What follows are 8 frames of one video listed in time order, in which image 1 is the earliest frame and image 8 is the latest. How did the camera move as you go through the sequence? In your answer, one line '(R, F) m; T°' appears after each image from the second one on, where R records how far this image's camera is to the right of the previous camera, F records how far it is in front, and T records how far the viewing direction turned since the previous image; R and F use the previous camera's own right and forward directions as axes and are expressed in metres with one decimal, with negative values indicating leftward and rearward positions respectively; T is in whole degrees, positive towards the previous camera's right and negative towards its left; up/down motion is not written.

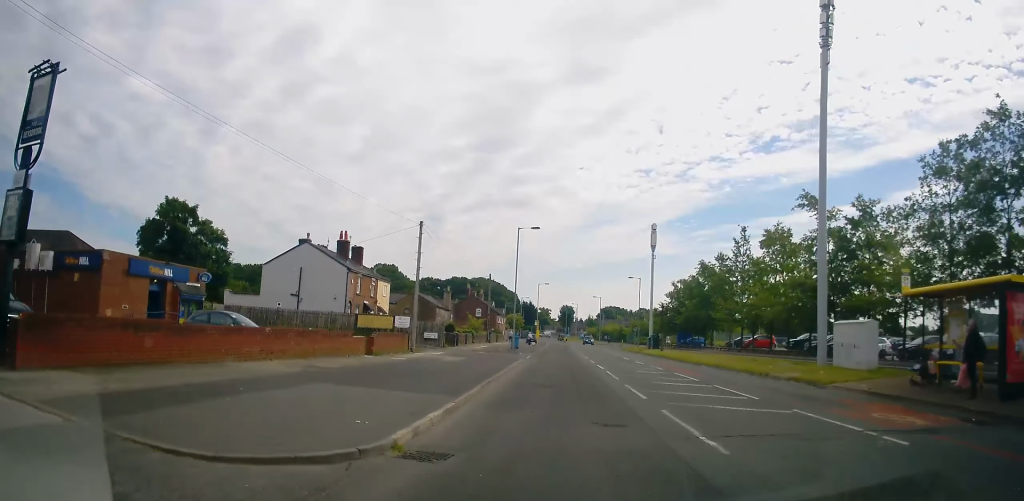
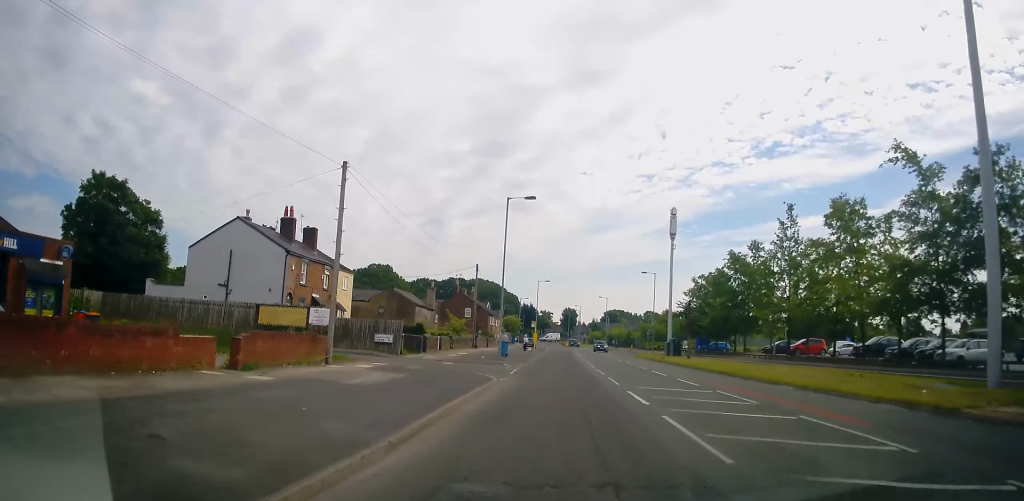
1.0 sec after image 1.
(+0.1, +12.2) m; +1°
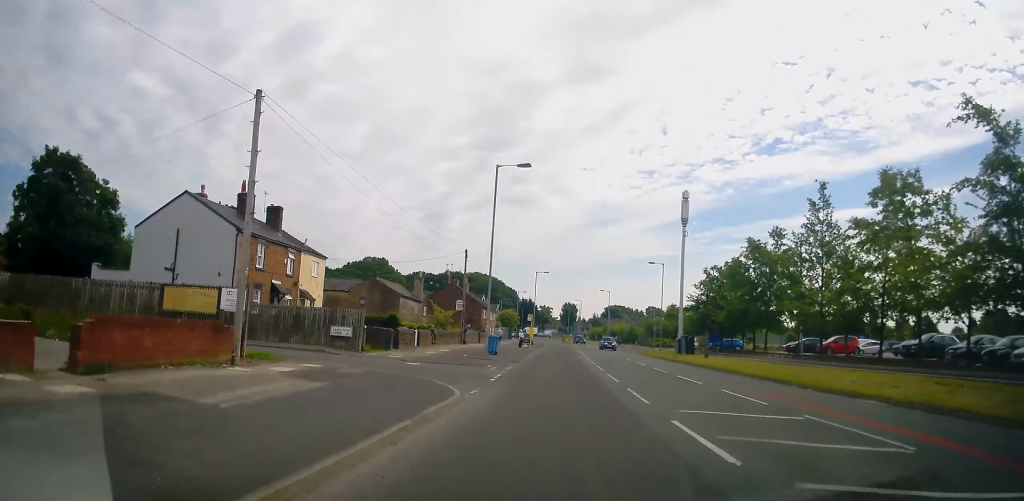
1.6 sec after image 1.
(+0.2, +6.3) m; 0°
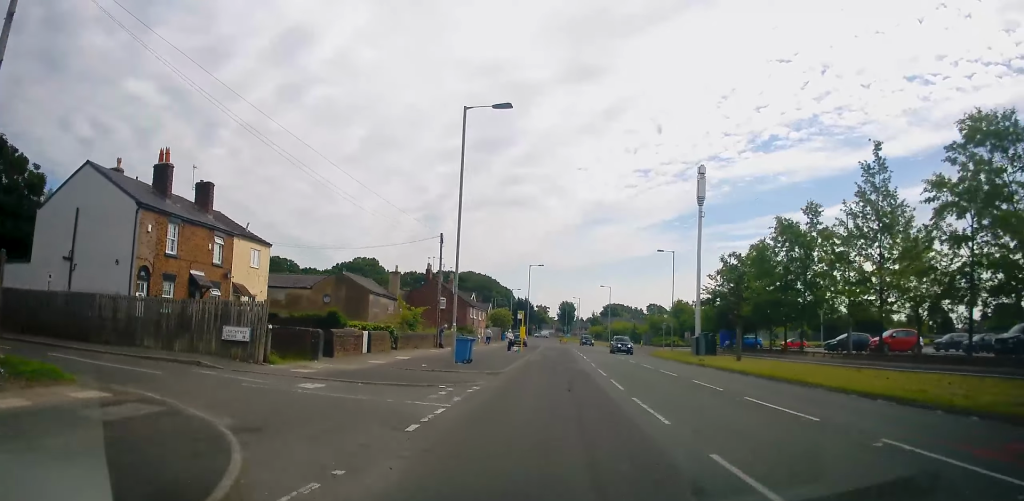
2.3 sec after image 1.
(-0.3, +8.7) m; -2°
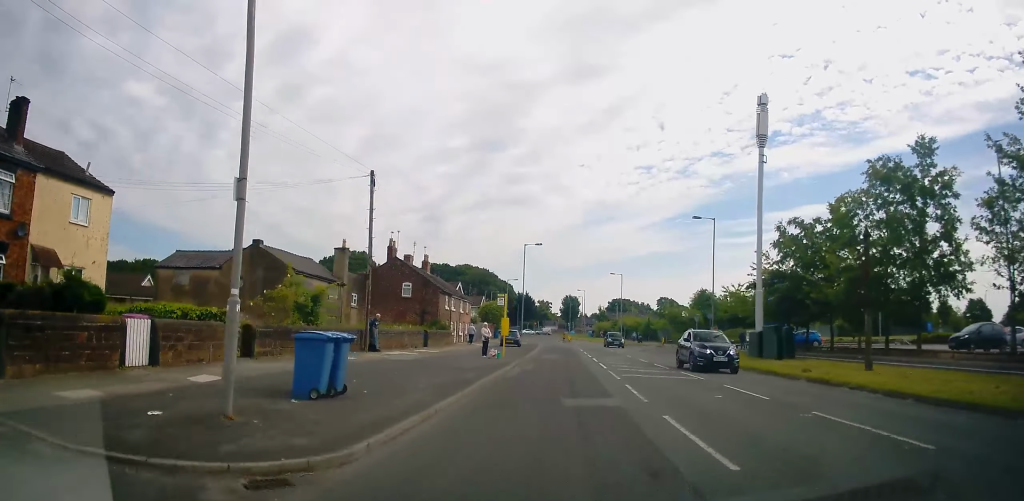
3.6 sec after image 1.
(-0.2, +15.5) m; +2°
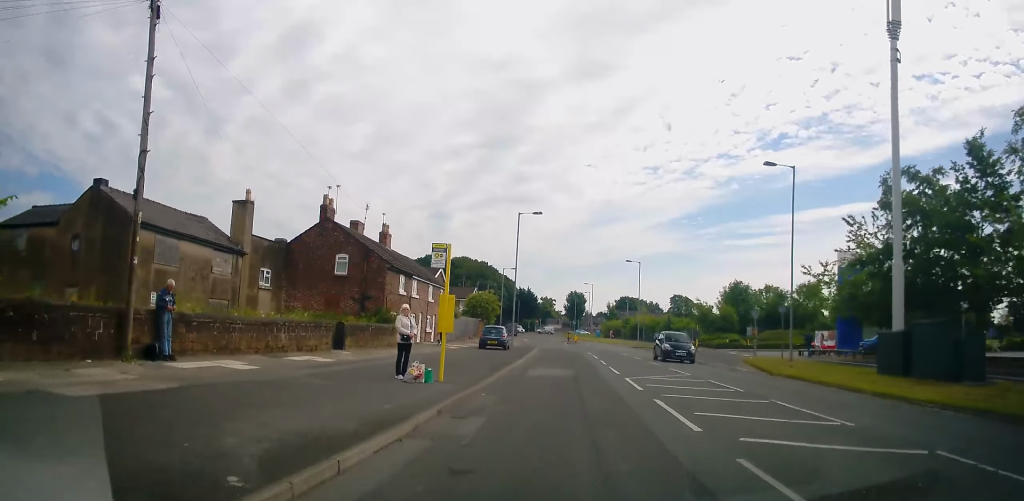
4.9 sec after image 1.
(+0.6, +15.4) m; +1°
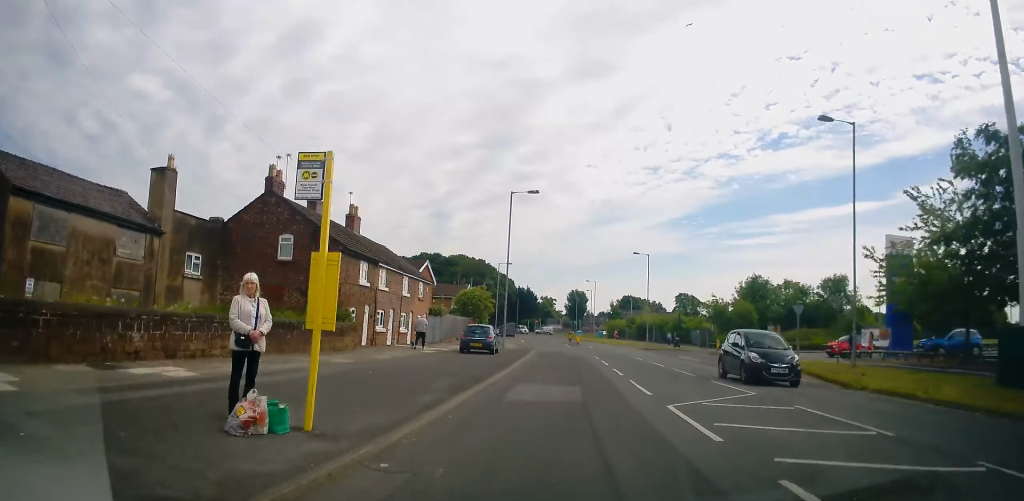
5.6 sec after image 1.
(0.0, +7.1) m; -2°
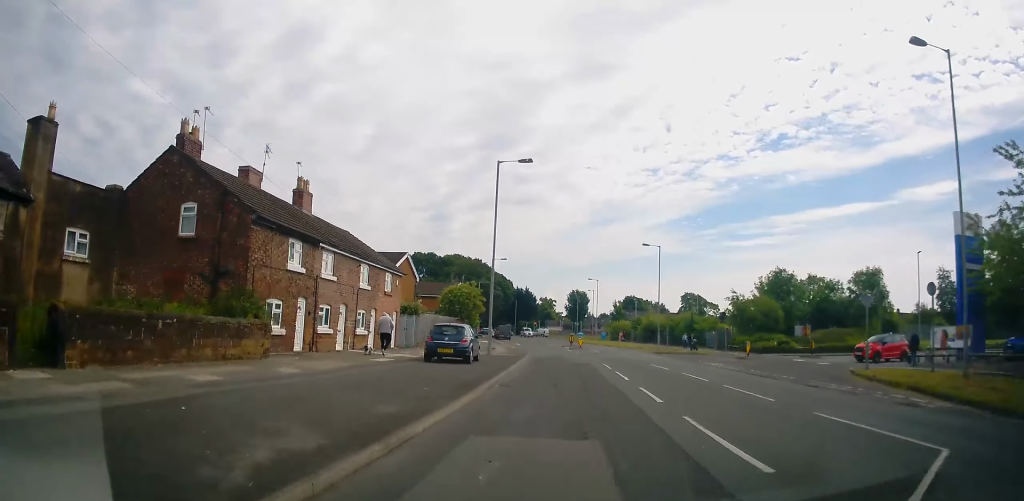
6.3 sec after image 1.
(-0.3, +7.6) m; -1°
